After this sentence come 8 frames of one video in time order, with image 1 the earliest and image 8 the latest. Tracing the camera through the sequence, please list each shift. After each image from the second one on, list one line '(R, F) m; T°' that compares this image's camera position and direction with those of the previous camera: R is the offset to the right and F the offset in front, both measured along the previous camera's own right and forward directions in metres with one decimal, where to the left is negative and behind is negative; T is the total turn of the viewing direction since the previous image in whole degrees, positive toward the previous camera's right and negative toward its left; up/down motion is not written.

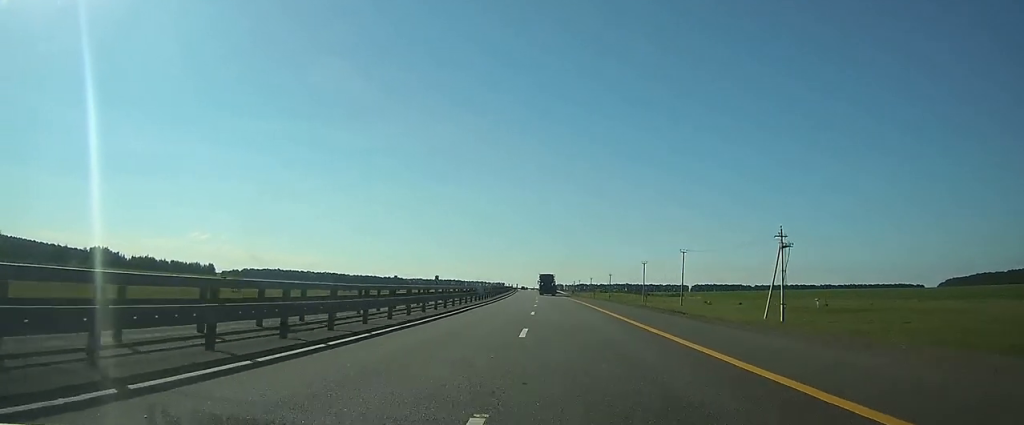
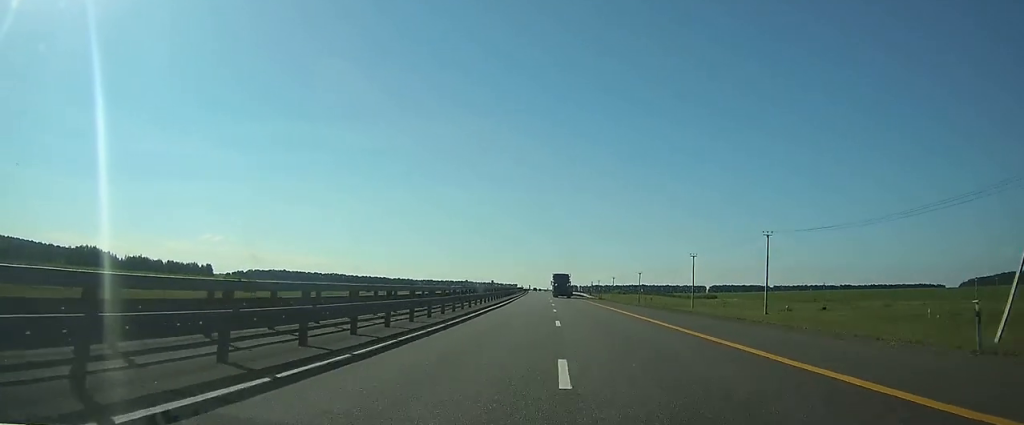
(-0.2, +31.3) m; -1°
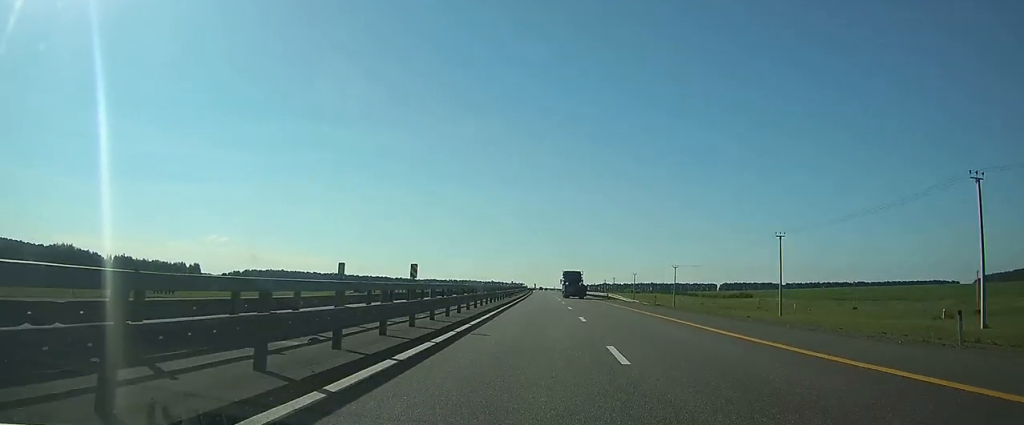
(-0.3, +33.6) m; -1°
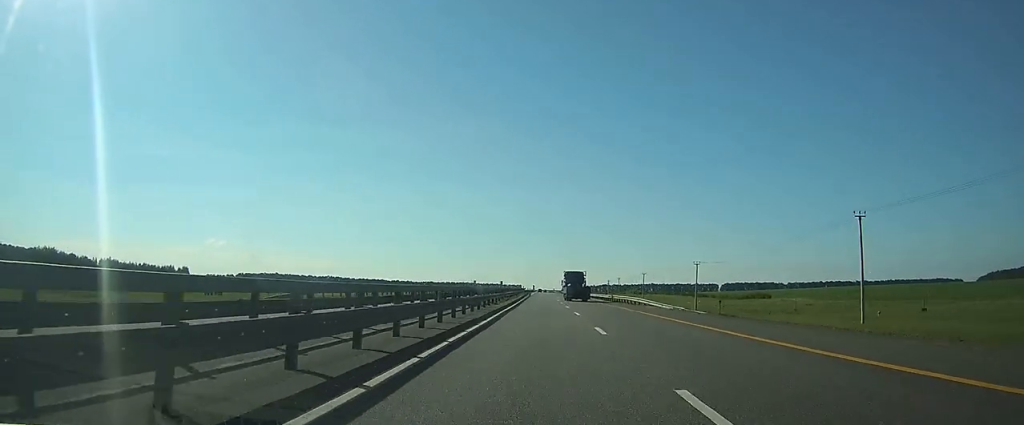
(-0.2, +17.4) m; -1°
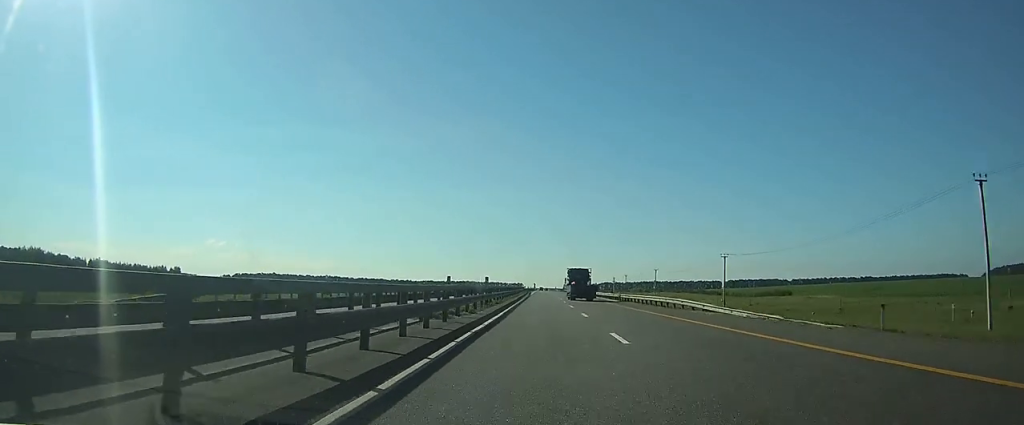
(-0.1, +15.1) m; 0°
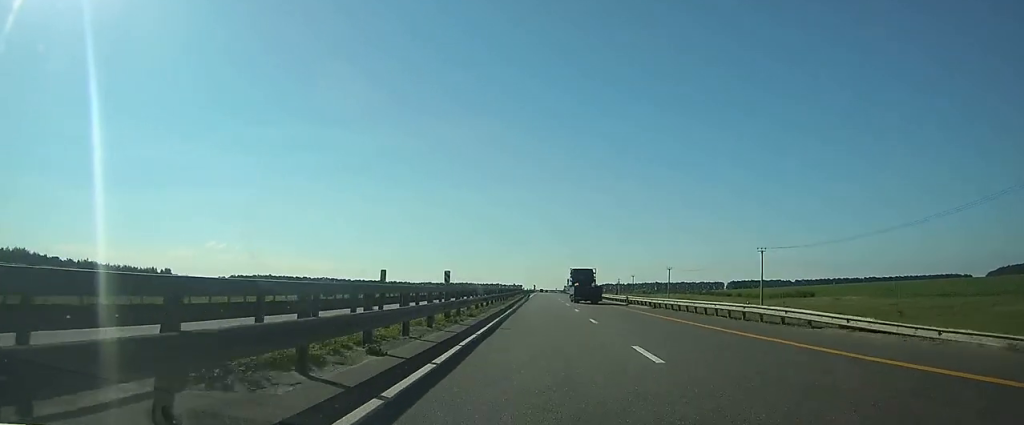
(0.0, +15.1) m; 0°
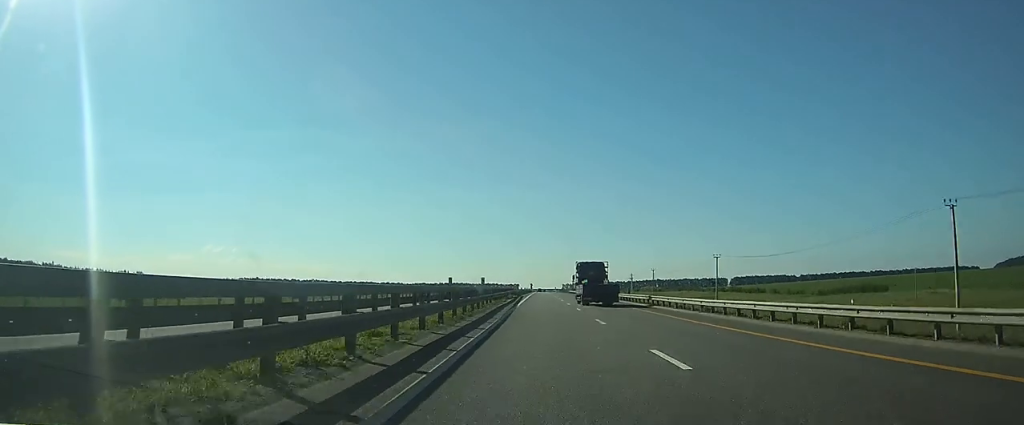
(0.0, +37.0) m; 0°
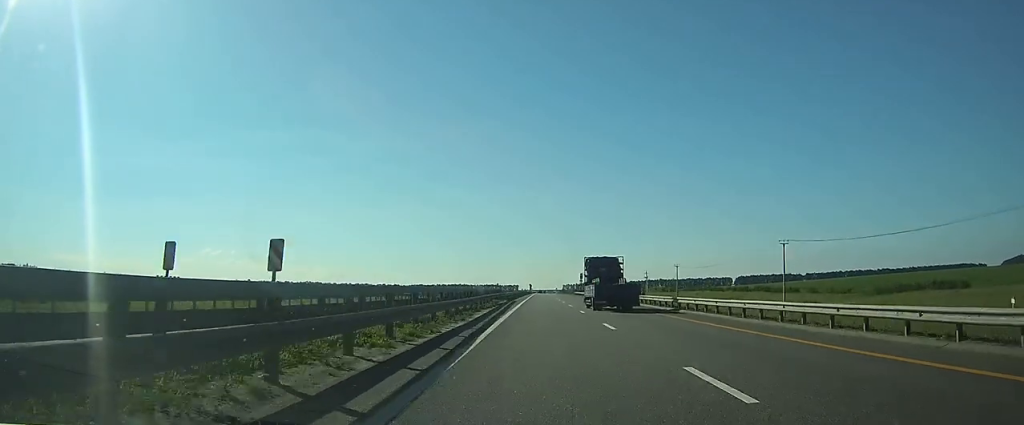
(+0.1, +26.5) m; 0°
